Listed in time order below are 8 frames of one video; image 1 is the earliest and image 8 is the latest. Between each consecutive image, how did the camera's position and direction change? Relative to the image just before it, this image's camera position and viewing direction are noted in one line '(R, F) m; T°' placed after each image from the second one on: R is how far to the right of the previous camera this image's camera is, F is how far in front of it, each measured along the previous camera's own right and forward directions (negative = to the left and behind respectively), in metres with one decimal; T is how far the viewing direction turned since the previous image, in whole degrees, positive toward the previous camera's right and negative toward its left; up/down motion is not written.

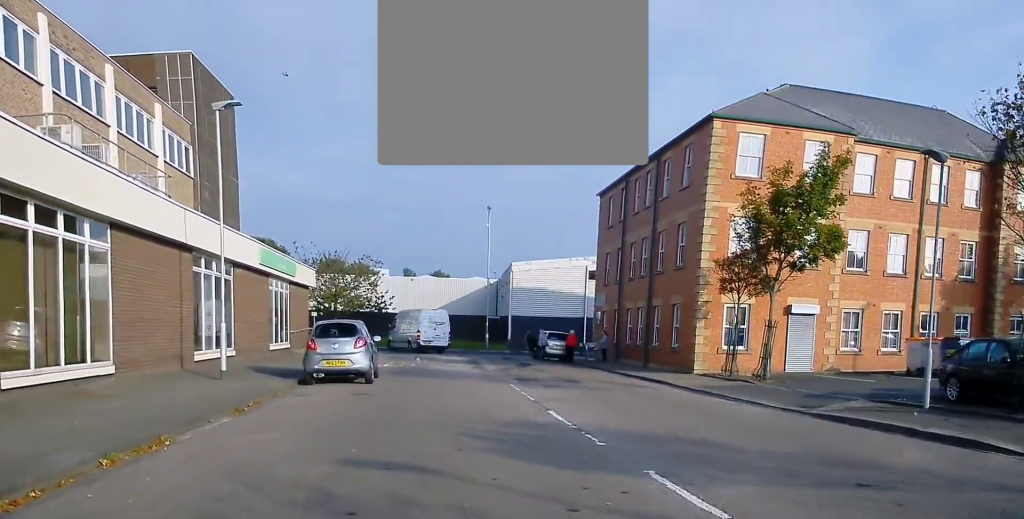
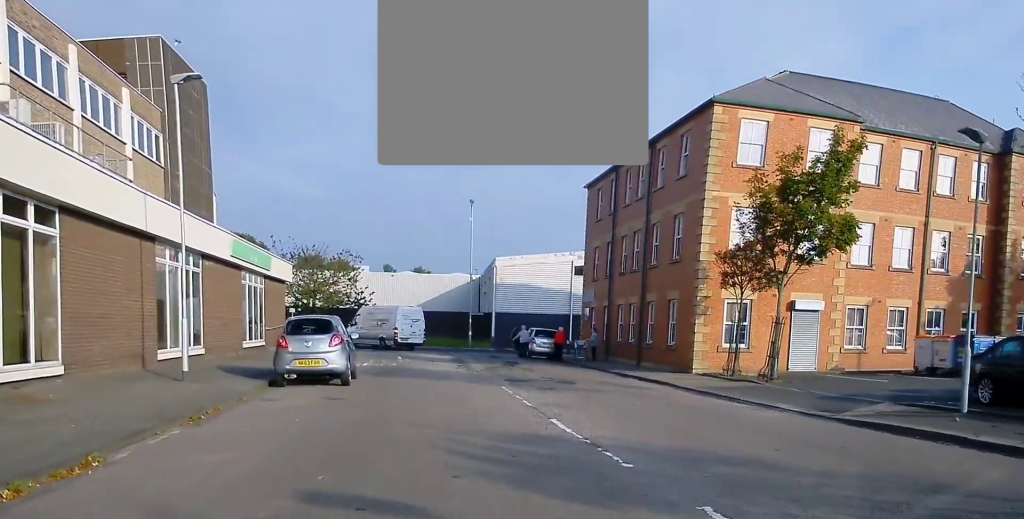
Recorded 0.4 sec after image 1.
(0.0, +1.8) m; 0°
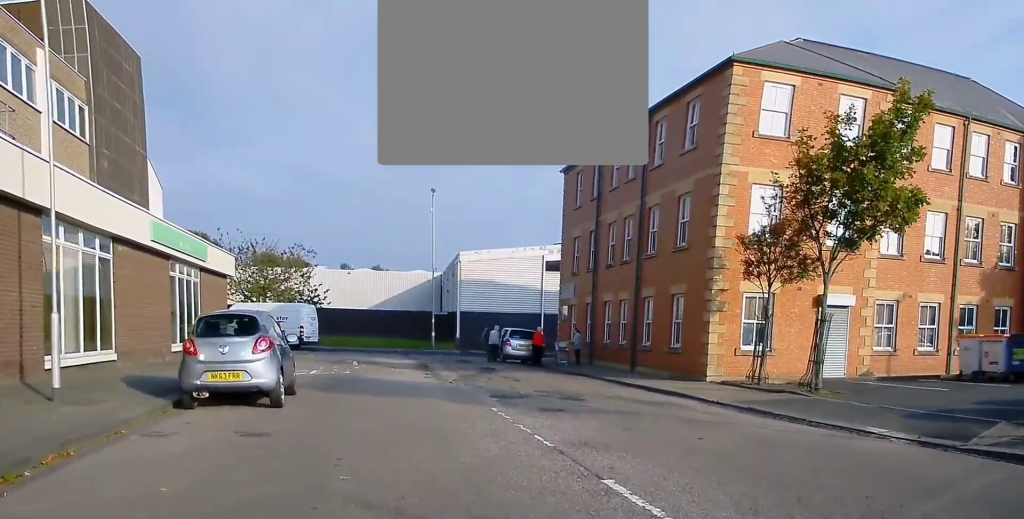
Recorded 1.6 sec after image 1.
(0.0, +4.5) m; +3°
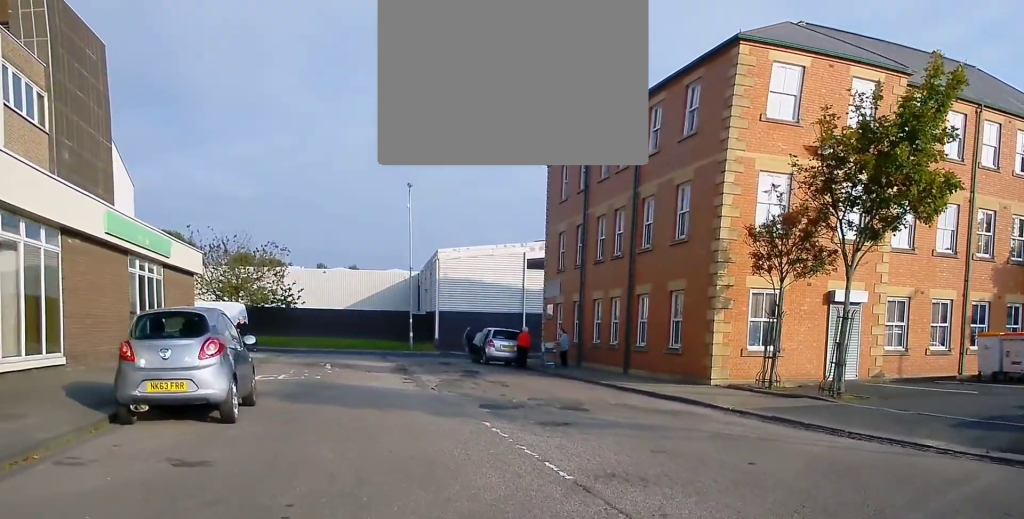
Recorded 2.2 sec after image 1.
(+0.1, +2.0) m; +2°
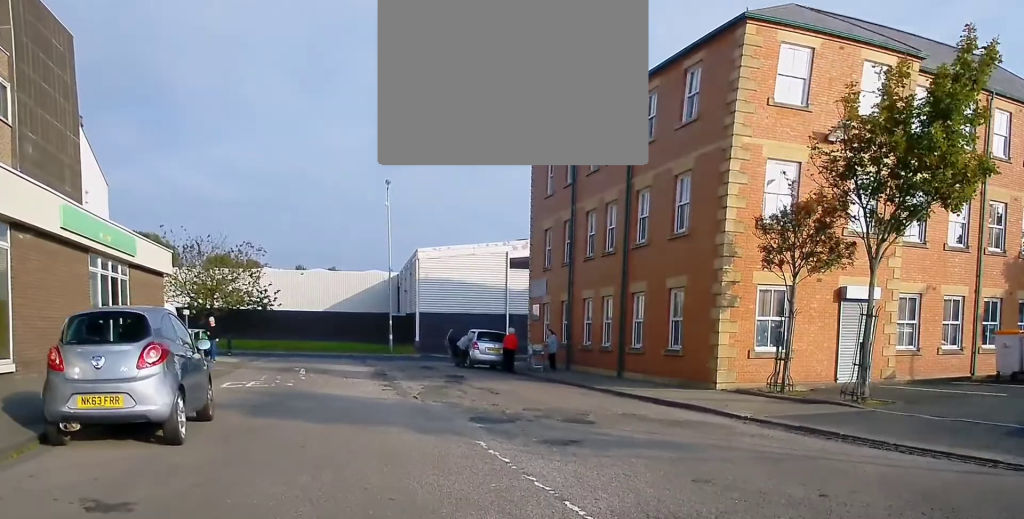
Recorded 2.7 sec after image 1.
(0.0, +1.7) m; -2°
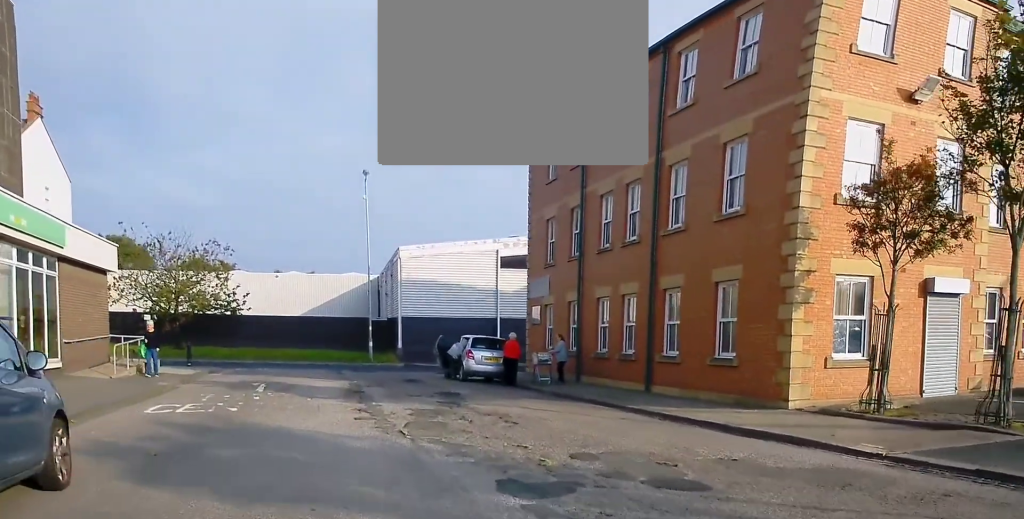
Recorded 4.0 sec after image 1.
(-0.2, +5.0) m; -4°
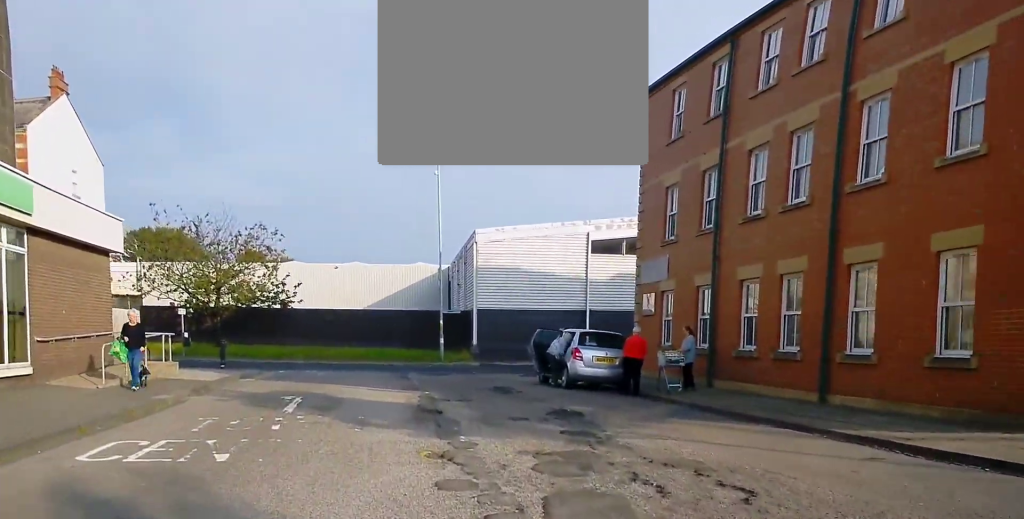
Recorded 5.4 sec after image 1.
(-0.1, +5.9) m; -1°
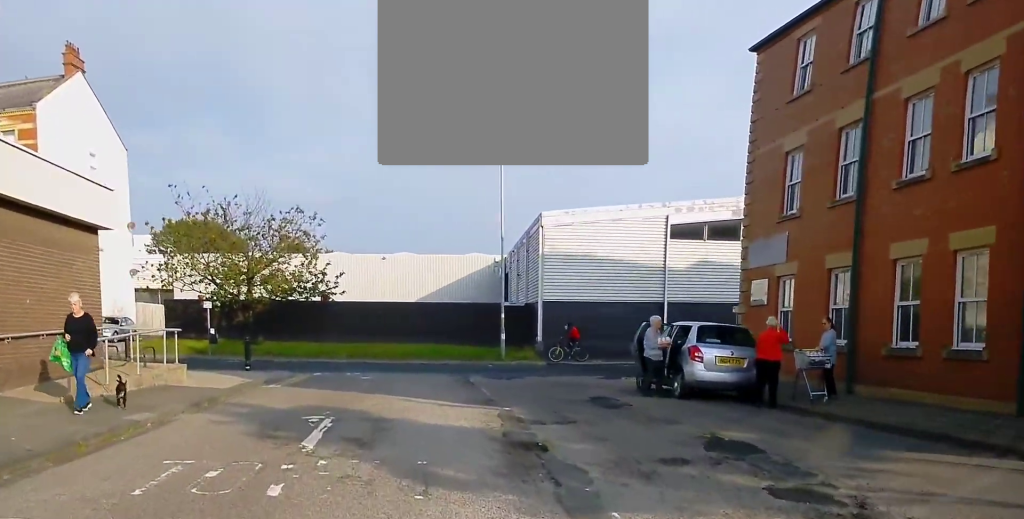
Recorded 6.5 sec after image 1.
(0.0, +4.4) m; -1°
